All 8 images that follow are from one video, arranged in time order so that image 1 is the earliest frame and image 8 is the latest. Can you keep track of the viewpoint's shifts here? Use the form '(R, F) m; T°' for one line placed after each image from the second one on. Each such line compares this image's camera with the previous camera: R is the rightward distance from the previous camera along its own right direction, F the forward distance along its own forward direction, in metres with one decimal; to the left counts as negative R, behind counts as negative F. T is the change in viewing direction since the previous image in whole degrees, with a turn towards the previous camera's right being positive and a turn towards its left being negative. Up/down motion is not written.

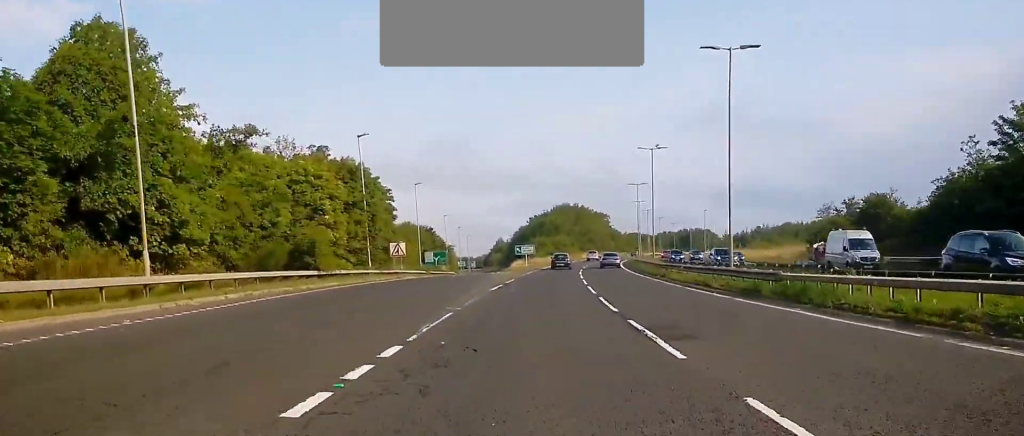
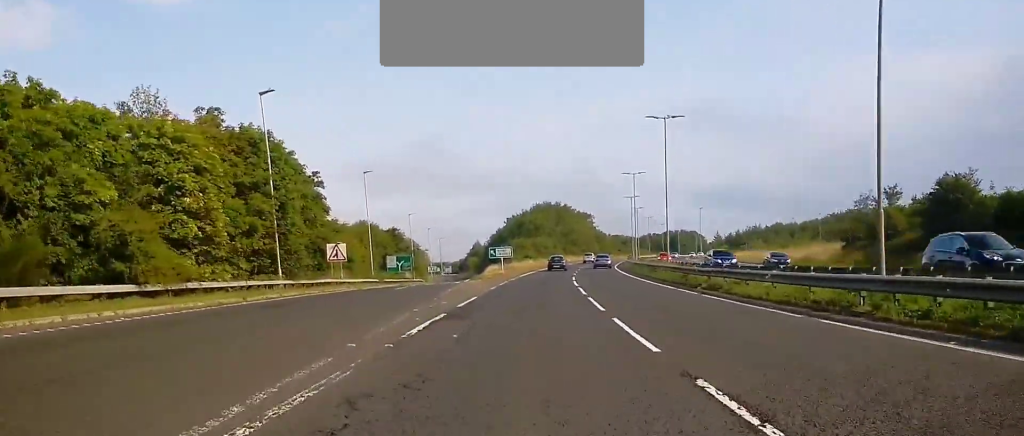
(+0.2, +16.6) m; +1°
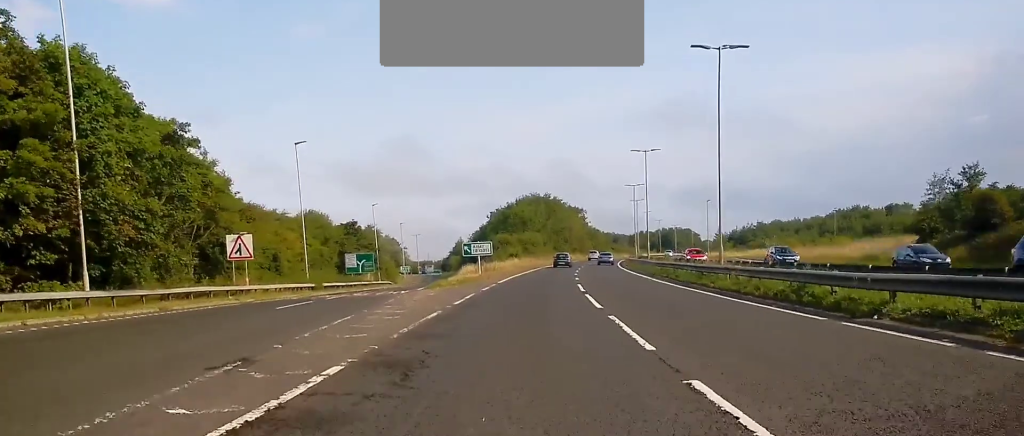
(+0.1, +17.6) m; +2°
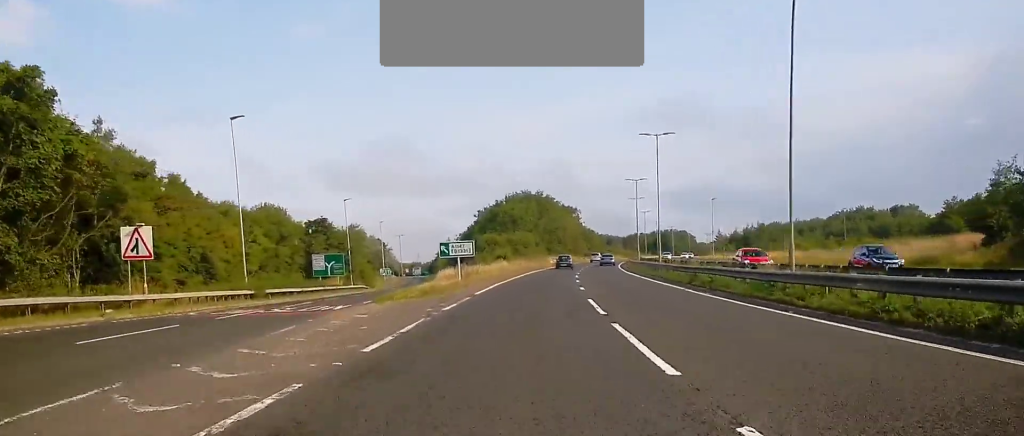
(+0.3, +11.1) m; +1°
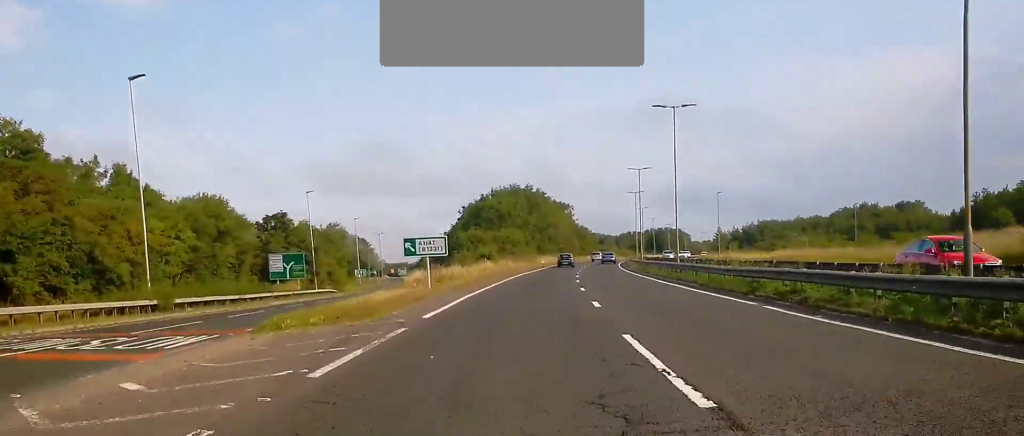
(+0.1, +11.1) m; +1°
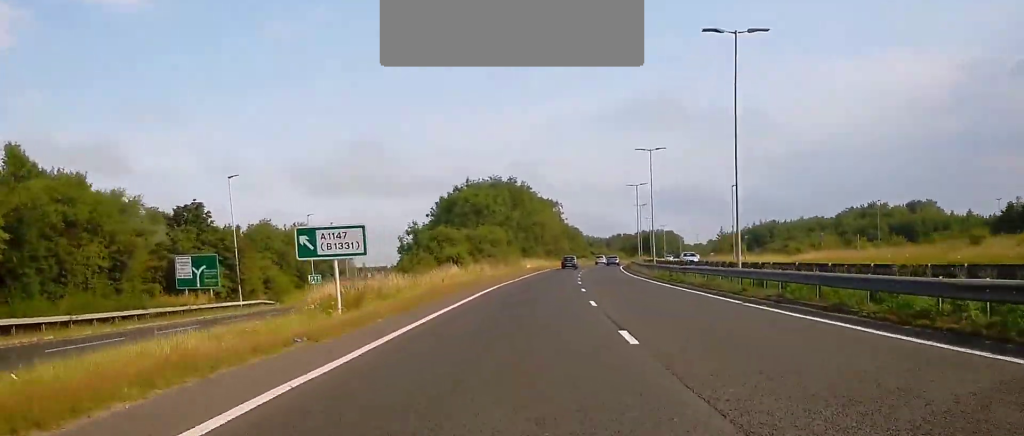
(0.0, +17.4) m; +1°
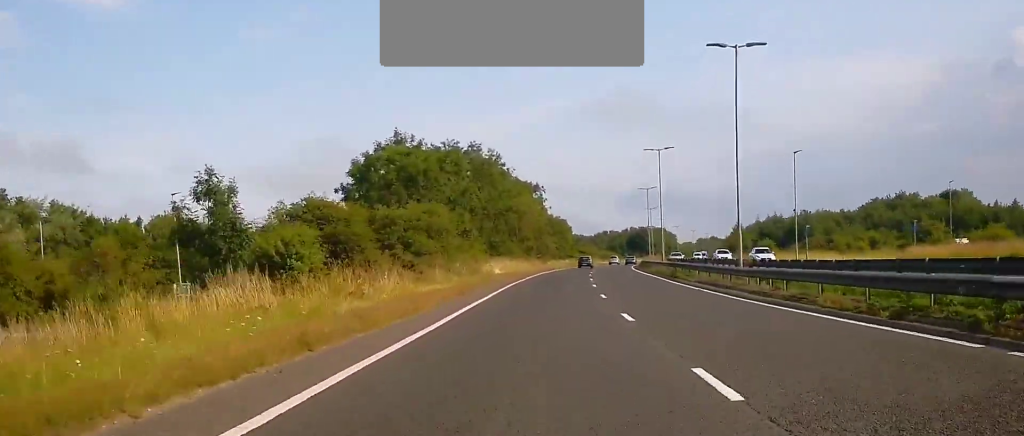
(+0.6, +33.3) m; +2°
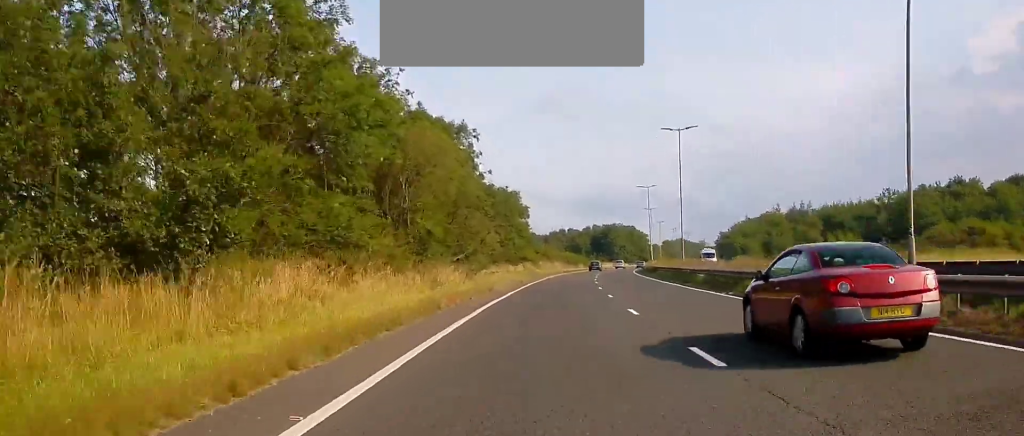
(+1.3, +51.6) m; +3°
